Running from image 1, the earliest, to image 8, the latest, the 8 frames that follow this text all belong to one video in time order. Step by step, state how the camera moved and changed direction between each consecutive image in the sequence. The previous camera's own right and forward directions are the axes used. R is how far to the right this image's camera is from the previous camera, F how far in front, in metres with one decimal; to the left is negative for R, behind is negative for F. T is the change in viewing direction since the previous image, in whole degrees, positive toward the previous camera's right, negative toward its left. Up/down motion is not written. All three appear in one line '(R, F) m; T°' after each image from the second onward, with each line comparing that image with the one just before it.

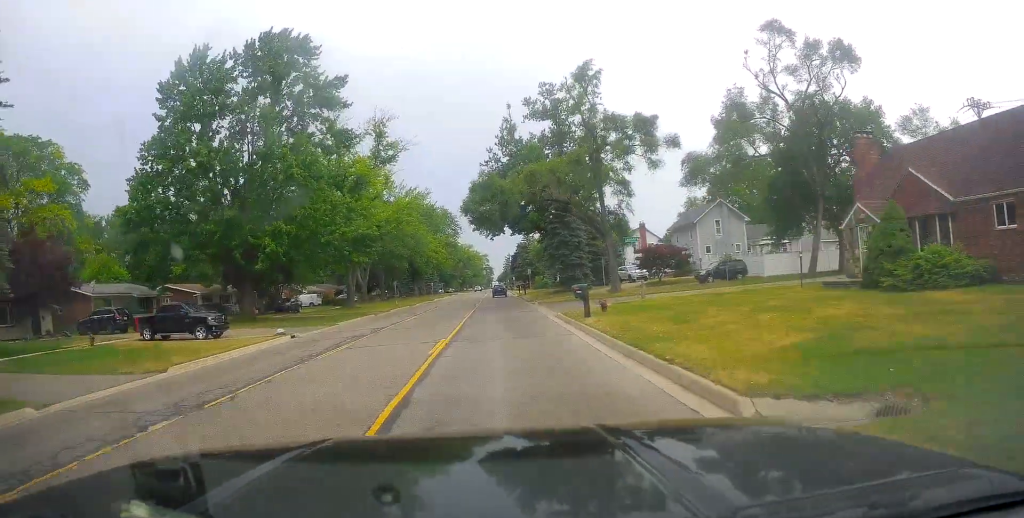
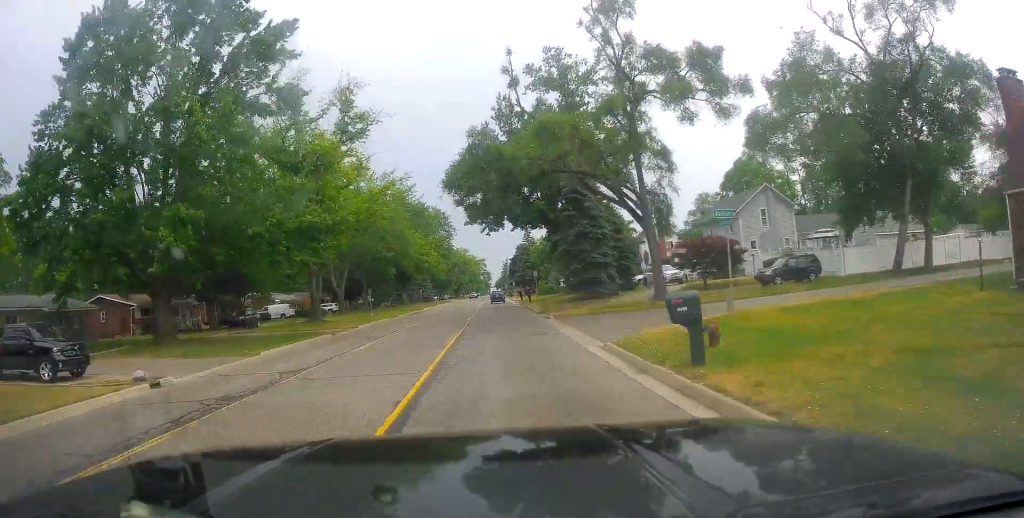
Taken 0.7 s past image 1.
(+0.5, +11.9) m; +2°
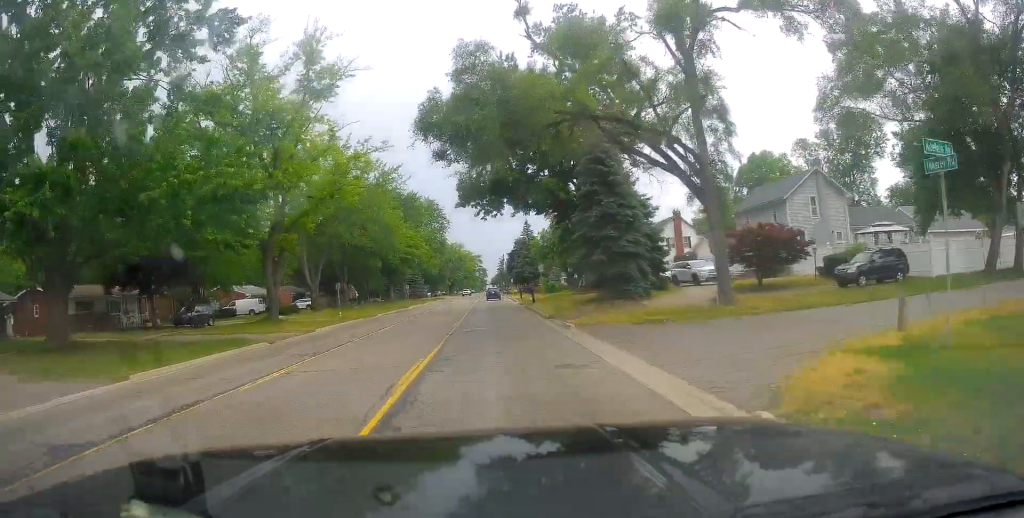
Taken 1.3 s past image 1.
(+0.2, +9.2) m; +1°
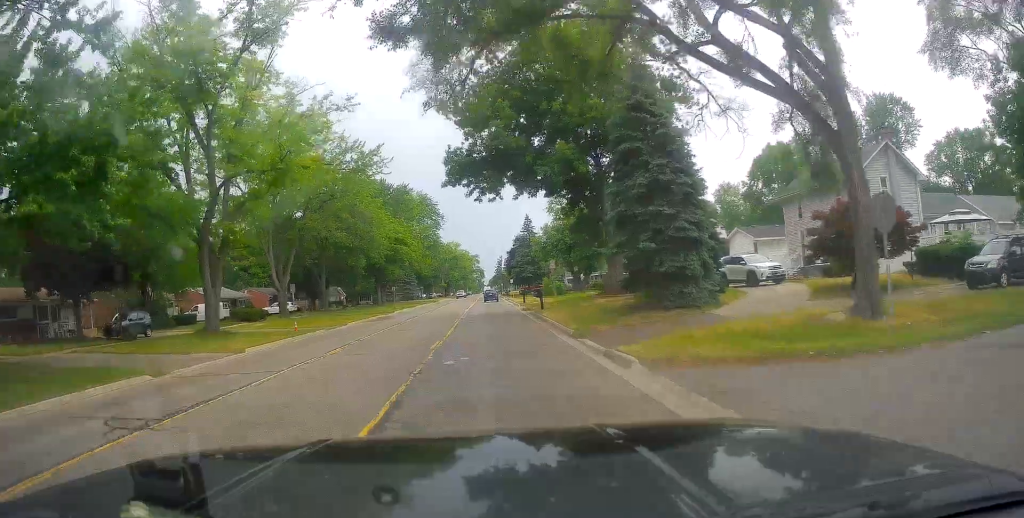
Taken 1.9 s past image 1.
(0.0, +9.3) m; 0°
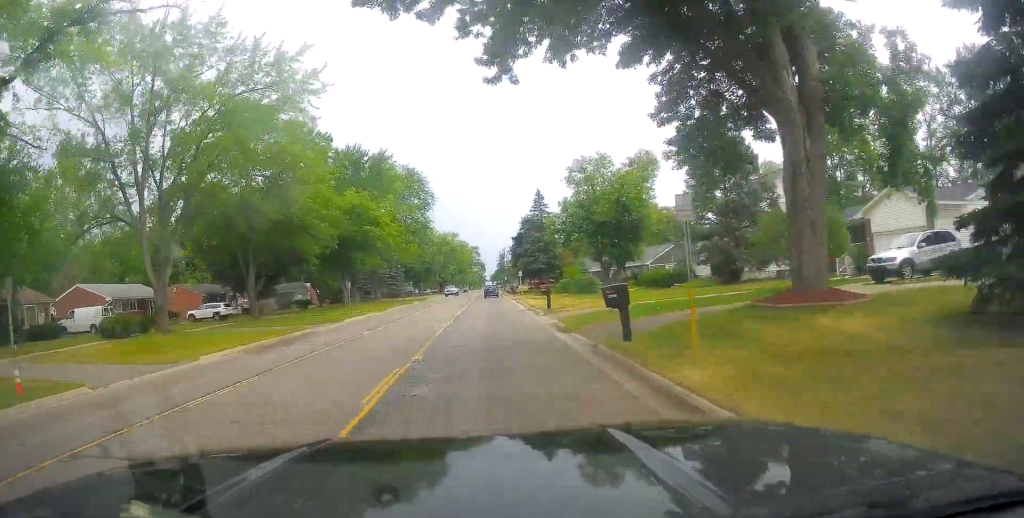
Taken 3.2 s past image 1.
(-0.2, +21.4) m; -3°
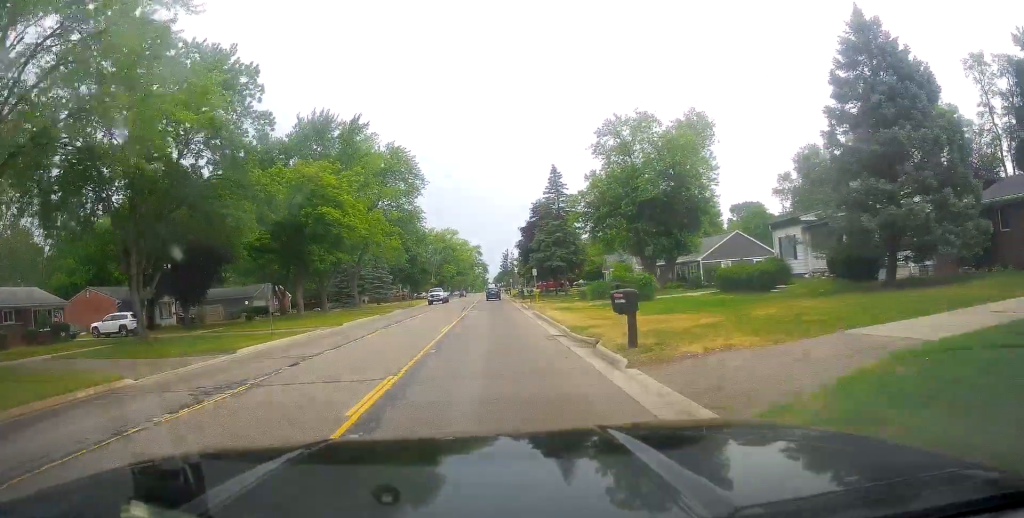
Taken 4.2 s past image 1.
(-0.6, +17.0) m; 0°
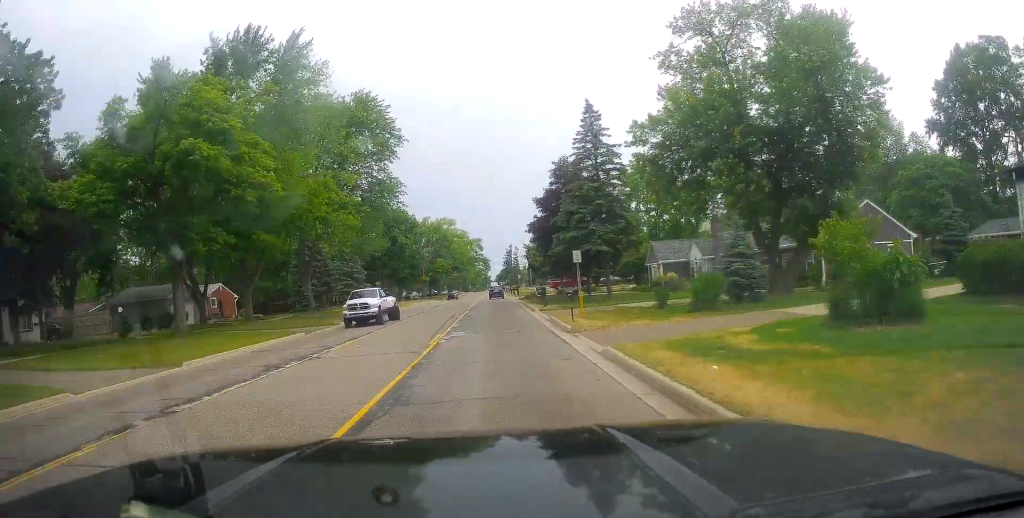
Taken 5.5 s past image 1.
(+0.9, +20.8) m; +2°
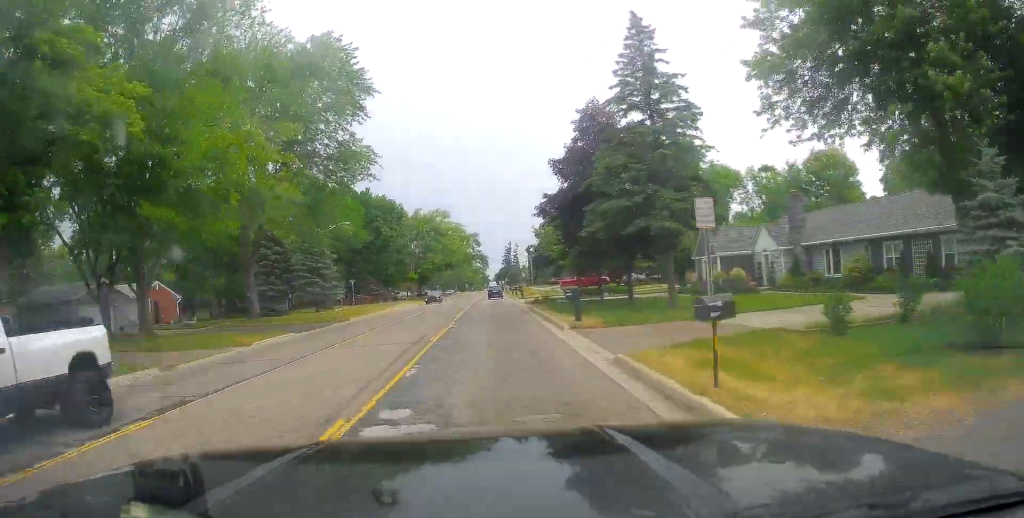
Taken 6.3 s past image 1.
(0.0, +13.9) m; -1°
